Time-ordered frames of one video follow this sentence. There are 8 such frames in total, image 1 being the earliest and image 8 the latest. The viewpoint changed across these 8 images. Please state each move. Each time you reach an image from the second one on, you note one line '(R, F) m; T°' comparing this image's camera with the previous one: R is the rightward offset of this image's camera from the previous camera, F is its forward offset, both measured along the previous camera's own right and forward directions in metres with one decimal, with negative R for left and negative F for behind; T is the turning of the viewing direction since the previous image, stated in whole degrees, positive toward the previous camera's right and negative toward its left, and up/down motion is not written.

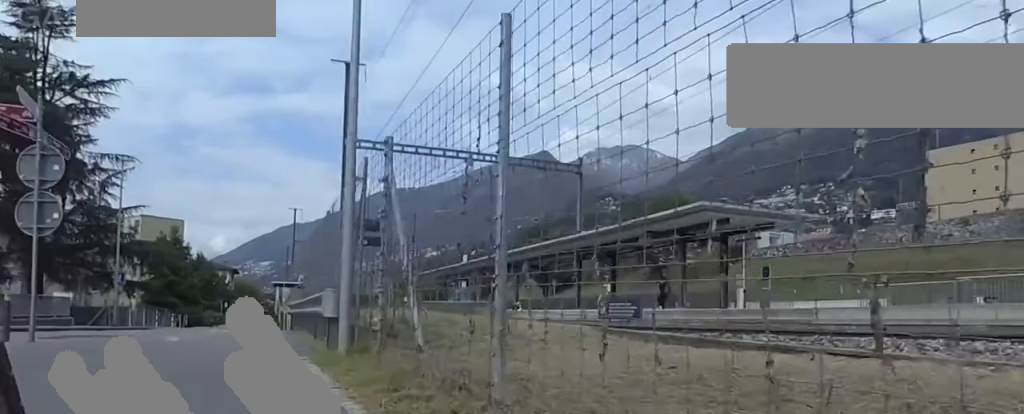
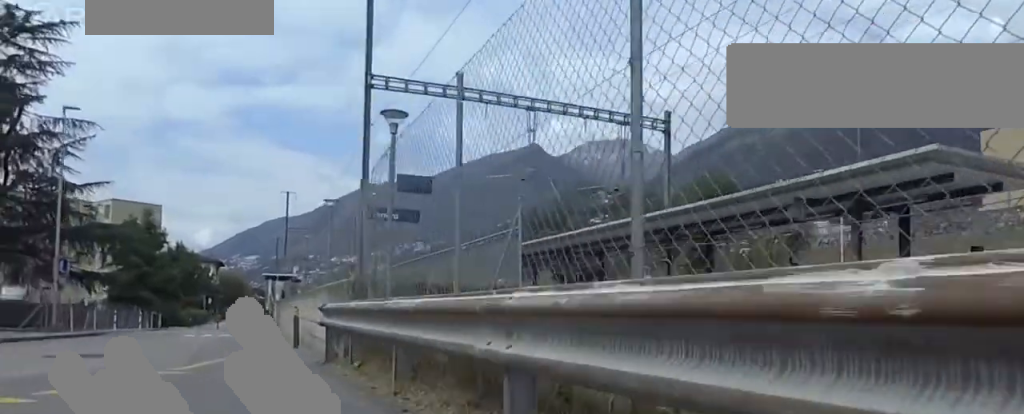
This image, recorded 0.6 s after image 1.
(+0.1, +5.7) m; 0°
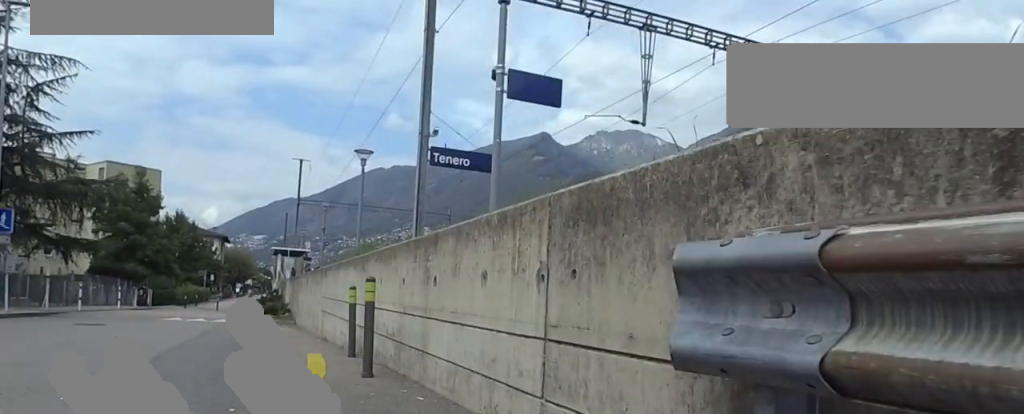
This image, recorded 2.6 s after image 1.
(-0.2, +14.6) m; -2°
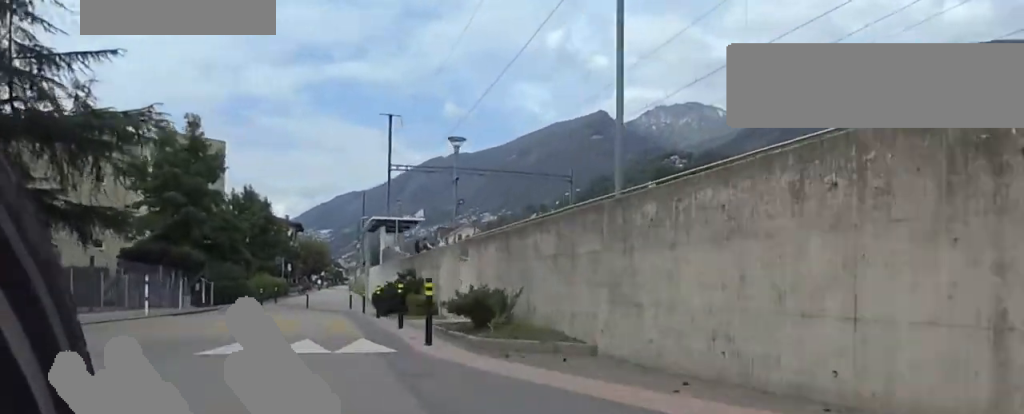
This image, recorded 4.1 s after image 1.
(-0.2, +15.6) m; -1°
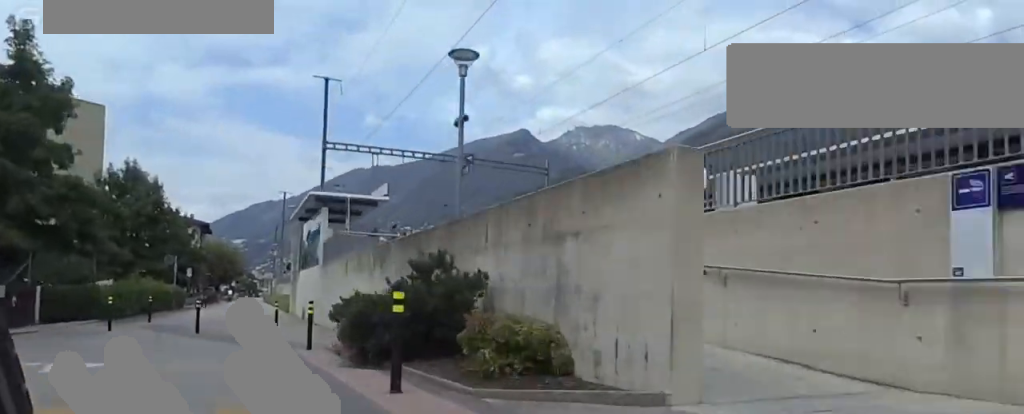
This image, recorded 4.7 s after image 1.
(0.0, +7.9) m; 0°
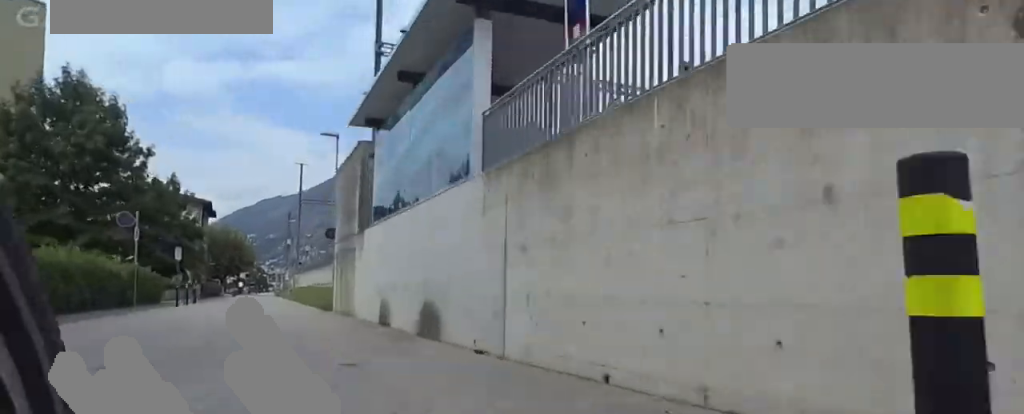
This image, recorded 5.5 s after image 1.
(0.0, +11.5) m; 0°
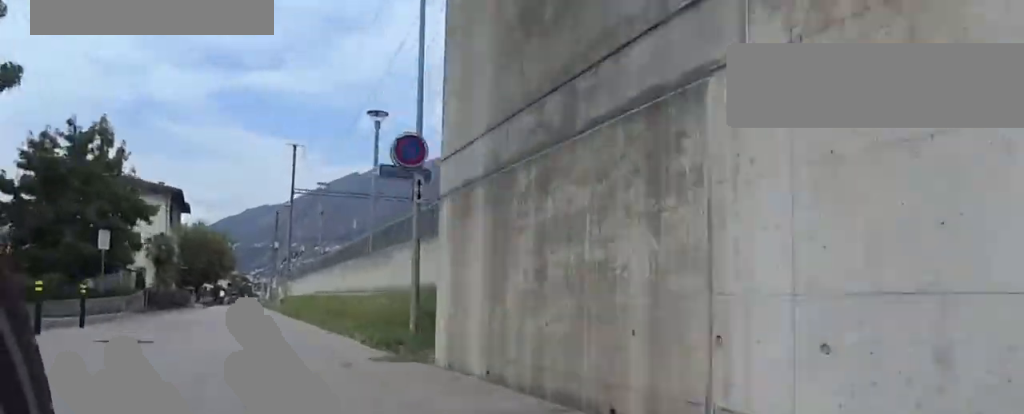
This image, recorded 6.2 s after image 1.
(0.0, +10.9) m; 0°
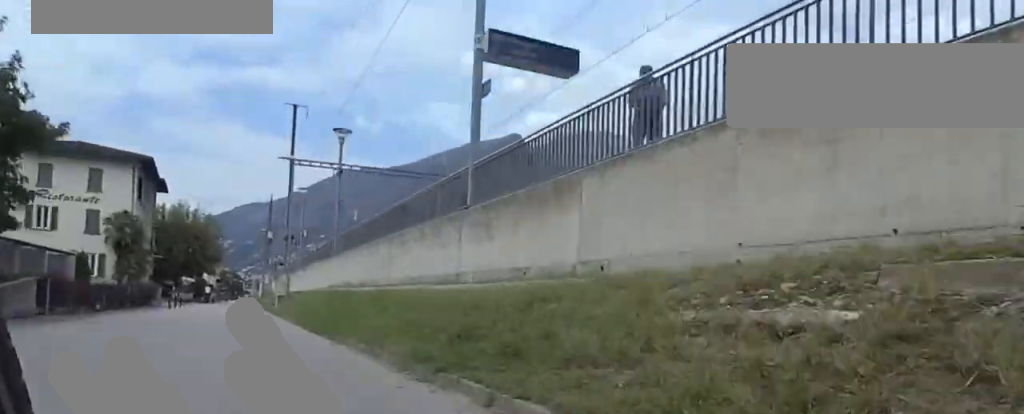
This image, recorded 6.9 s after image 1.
(0.0, +10.0) m; 0°
